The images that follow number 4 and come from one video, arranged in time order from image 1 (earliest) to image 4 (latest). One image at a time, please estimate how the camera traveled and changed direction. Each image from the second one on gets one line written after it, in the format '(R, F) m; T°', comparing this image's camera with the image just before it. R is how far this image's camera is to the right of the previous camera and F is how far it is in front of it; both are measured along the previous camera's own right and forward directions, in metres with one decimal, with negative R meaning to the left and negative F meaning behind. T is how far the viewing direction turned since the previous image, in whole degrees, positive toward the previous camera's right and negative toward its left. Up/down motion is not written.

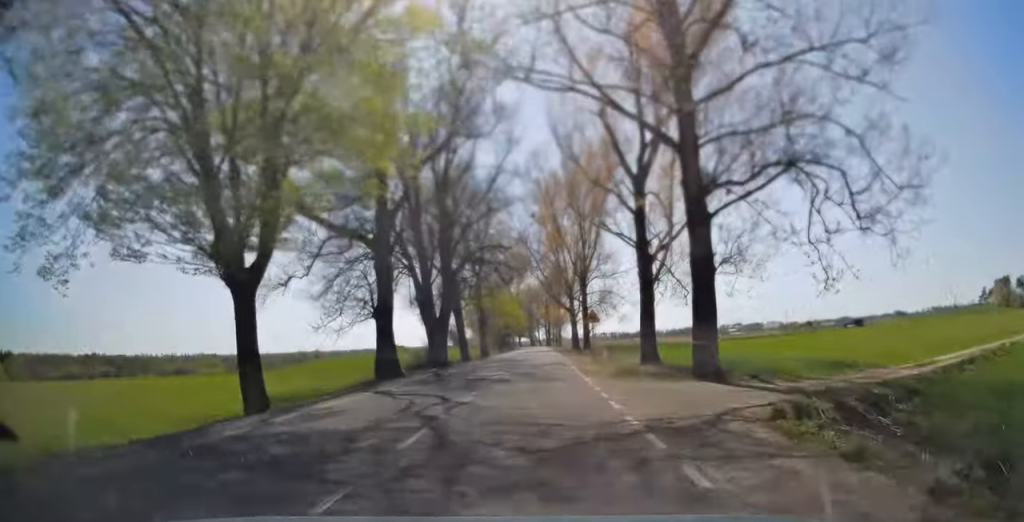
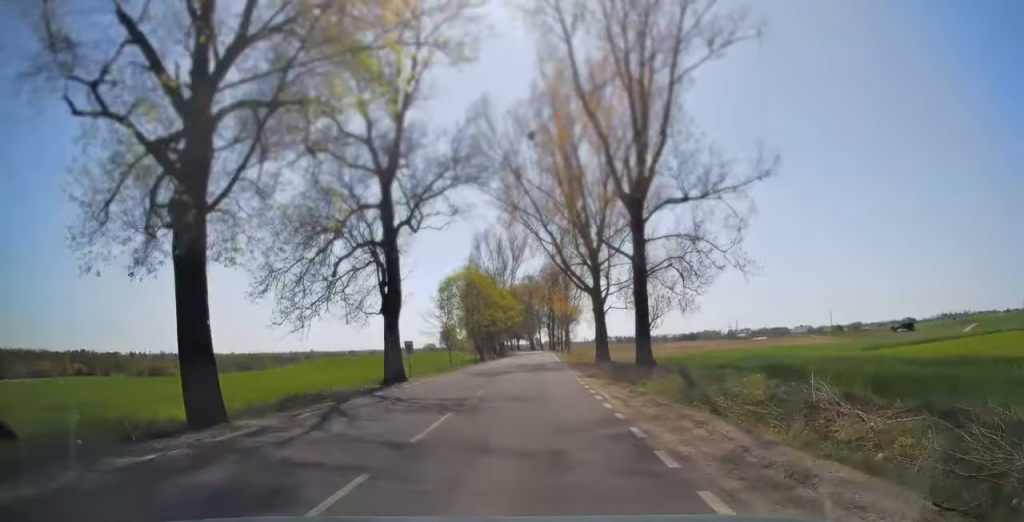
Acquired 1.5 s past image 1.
(-0.1, +40.7) m; -1°
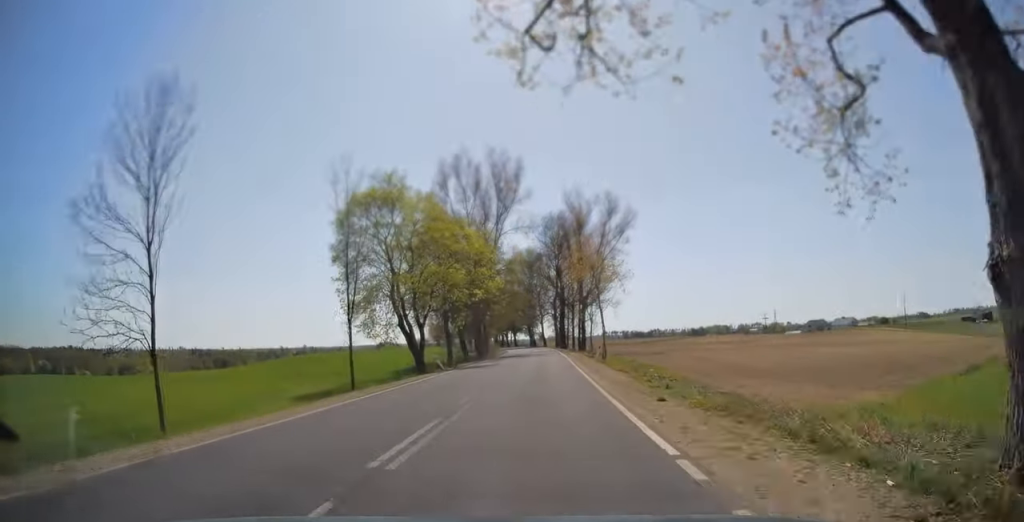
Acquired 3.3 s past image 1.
(-0.1, +48.9) m; 0°
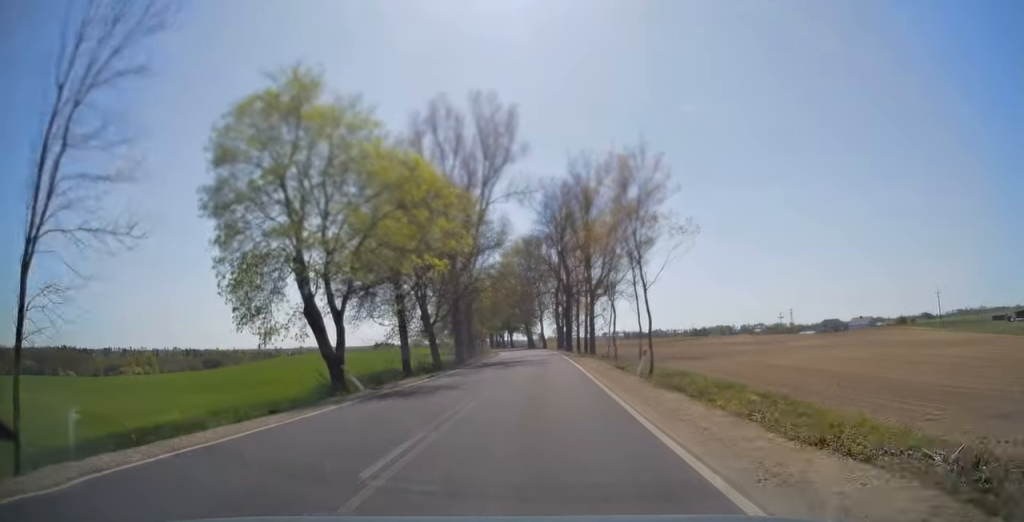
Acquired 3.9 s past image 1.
(+0.1, +18.2) m; 0°
